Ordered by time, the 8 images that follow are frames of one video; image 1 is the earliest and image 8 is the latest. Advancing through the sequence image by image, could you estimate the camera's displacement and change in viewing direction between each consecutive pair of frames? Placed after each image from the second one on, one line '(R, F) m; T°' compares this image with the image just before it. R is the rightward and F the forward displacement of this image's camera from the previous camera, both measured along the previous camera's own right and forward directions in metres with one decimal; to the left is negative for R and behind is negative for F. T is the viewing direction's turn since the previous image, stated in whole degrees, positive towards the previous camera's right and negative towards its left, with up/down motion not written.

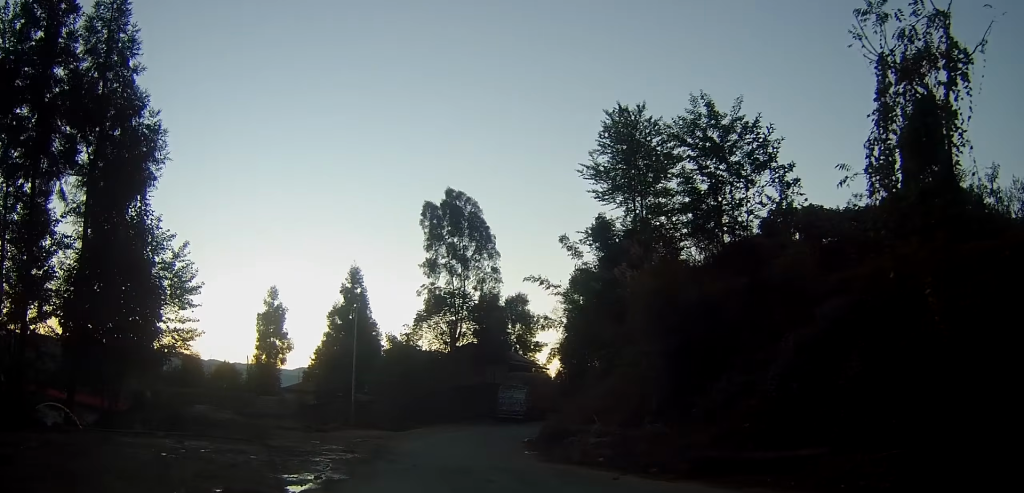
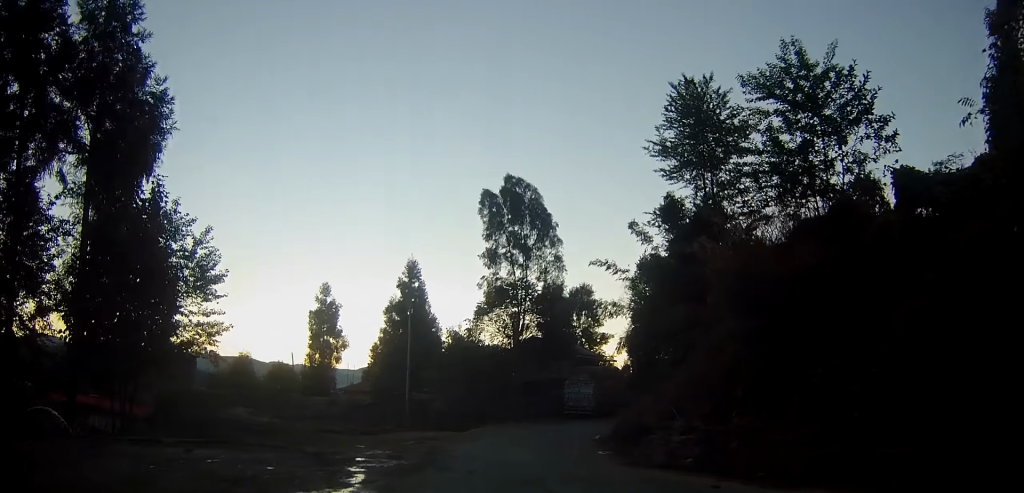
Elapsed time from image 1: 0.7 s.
(-0.1, +2.2) m; -2°
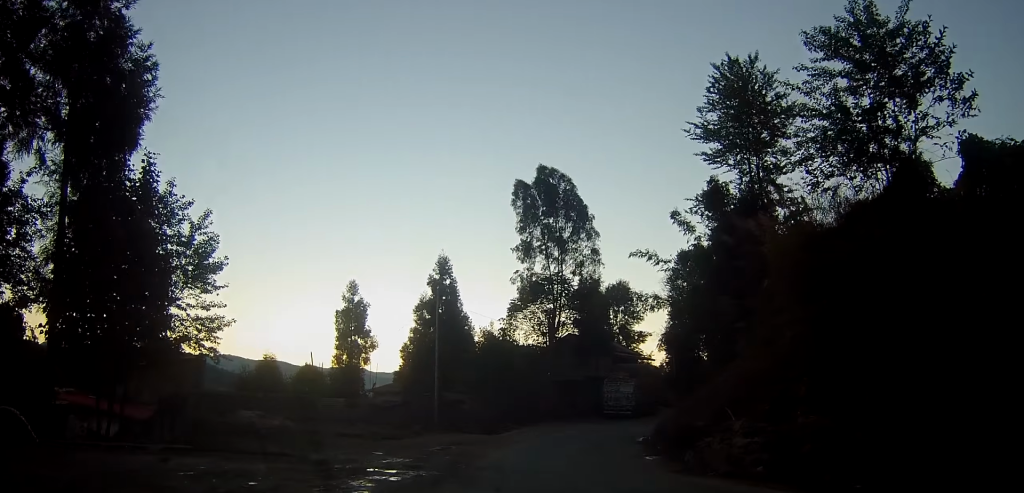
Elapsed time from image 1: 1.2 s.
(0.0, +2.3) m; -2°
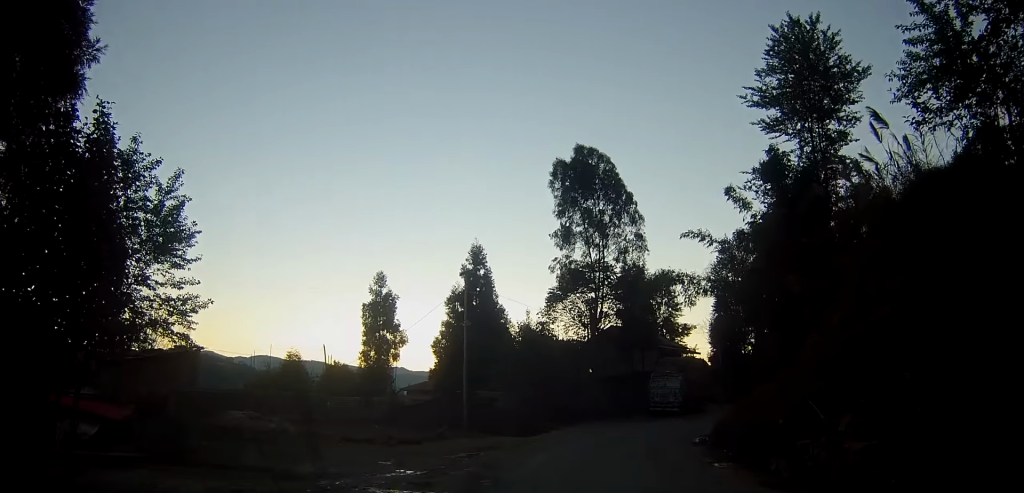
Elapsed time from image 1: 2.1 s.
(-0.1, +3.8) m; -2°
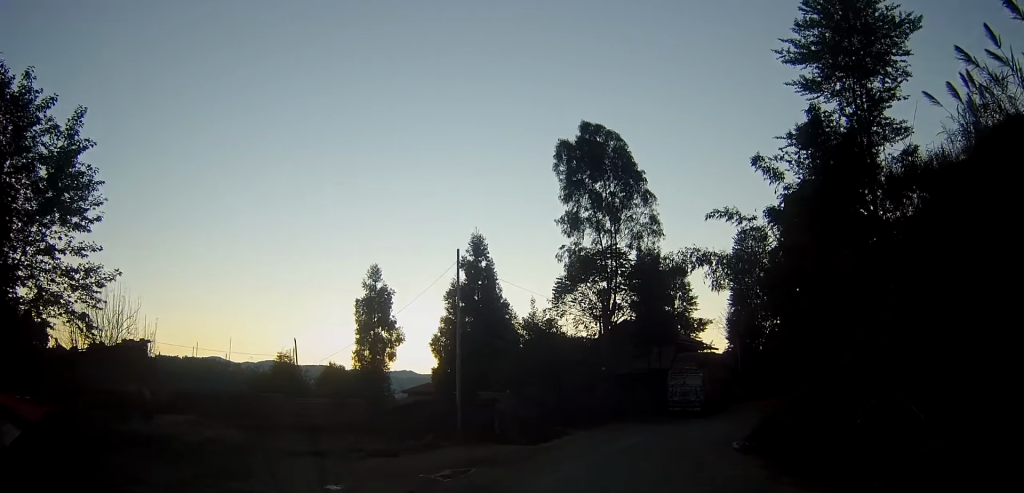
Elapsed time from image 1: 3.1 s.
(0.0, +4.4) m; +1°
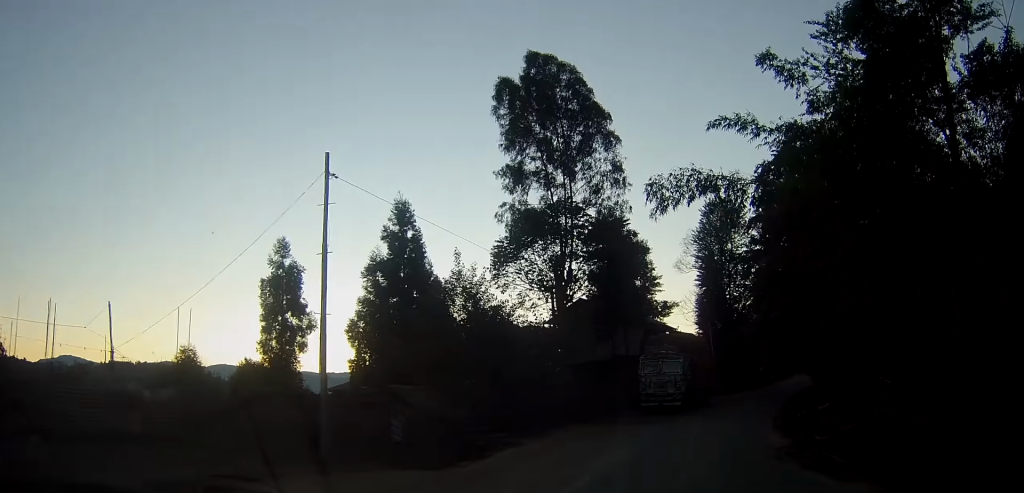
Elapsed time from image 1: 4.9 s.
(+0.3, +8.8) m; +6°
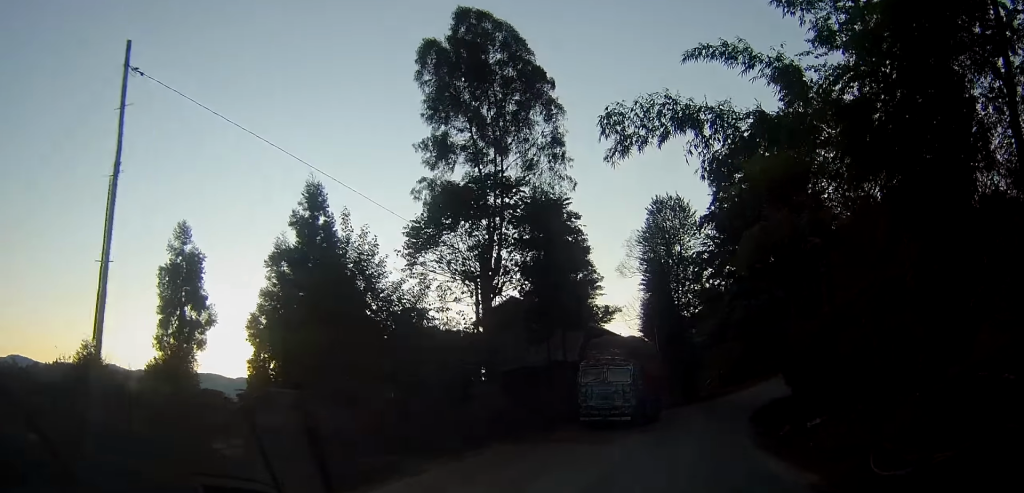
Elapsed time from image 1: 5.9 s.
(+0.3, +5.1) m; +5°
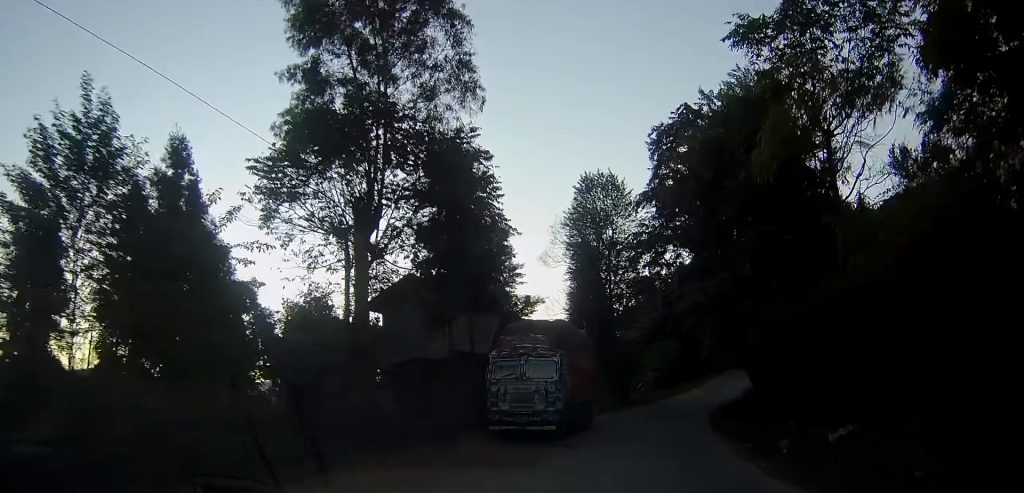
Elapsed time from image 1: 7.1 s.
(+0.3, +7.1) m; +5°
